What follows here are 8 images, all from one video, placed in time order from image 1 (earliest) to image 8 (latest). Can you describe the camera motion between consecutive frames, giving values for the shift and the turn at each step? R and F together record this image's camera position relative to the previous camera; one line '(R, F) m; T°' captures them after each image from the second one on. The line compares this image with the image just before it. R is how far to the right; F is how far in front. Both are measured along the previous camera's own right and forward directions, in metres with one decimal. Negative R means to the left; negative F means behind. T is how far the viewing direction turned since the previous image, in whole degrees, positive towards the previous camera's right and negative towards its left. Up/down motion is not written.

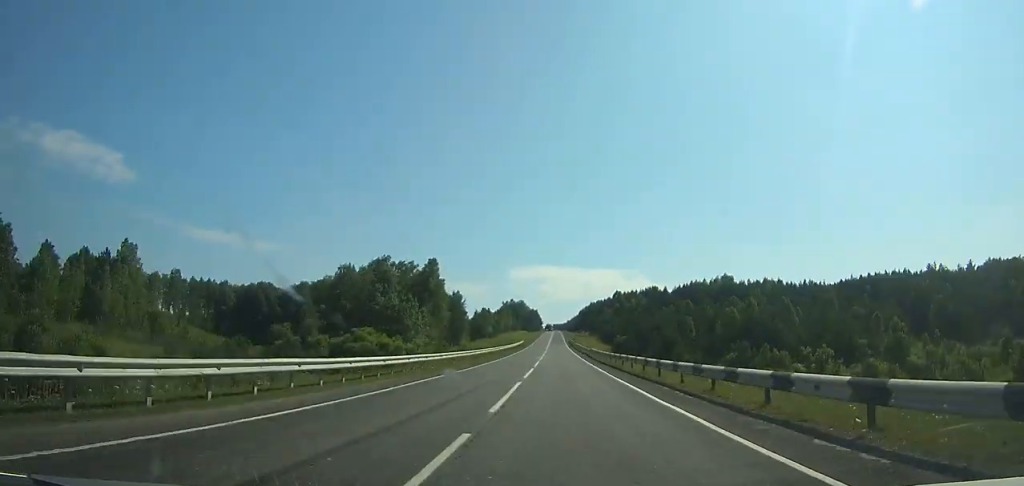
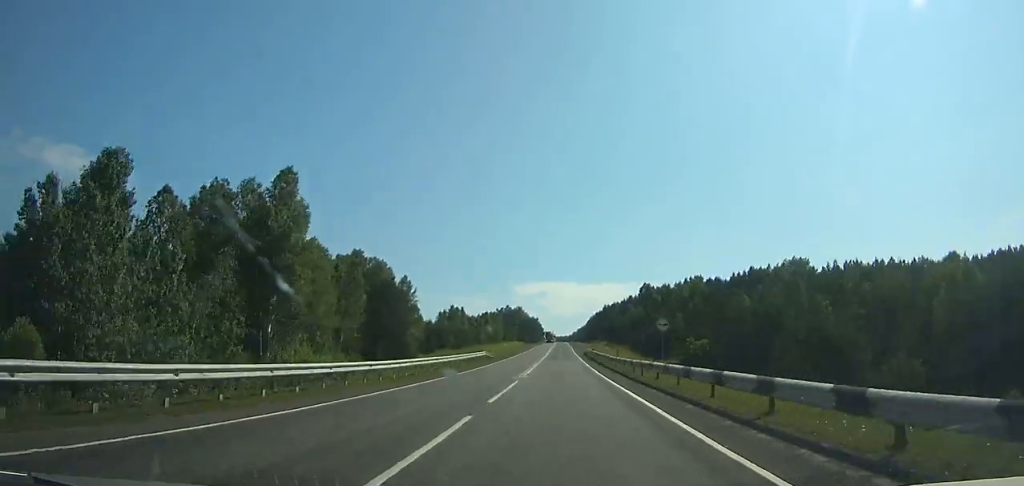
(0.0, +69.1) m; 0°
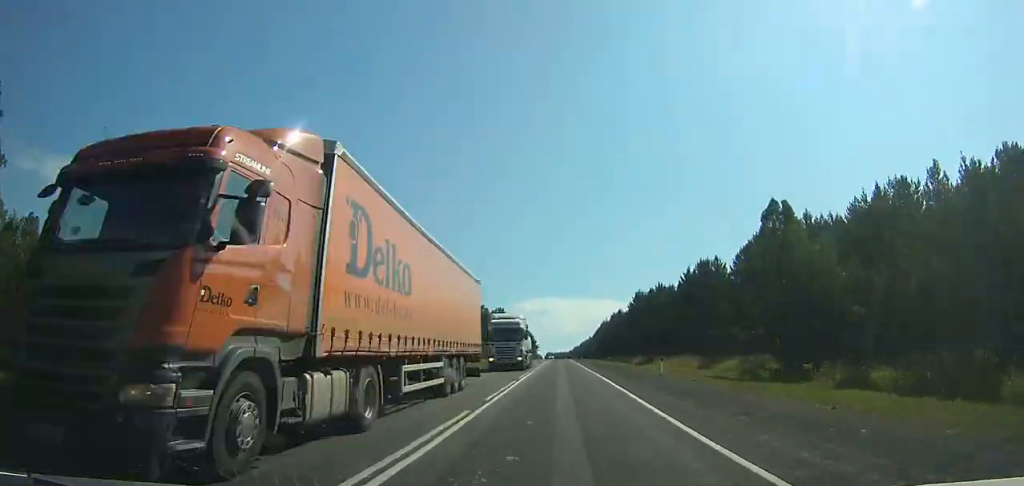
(0.0, +108.5) m; 0°
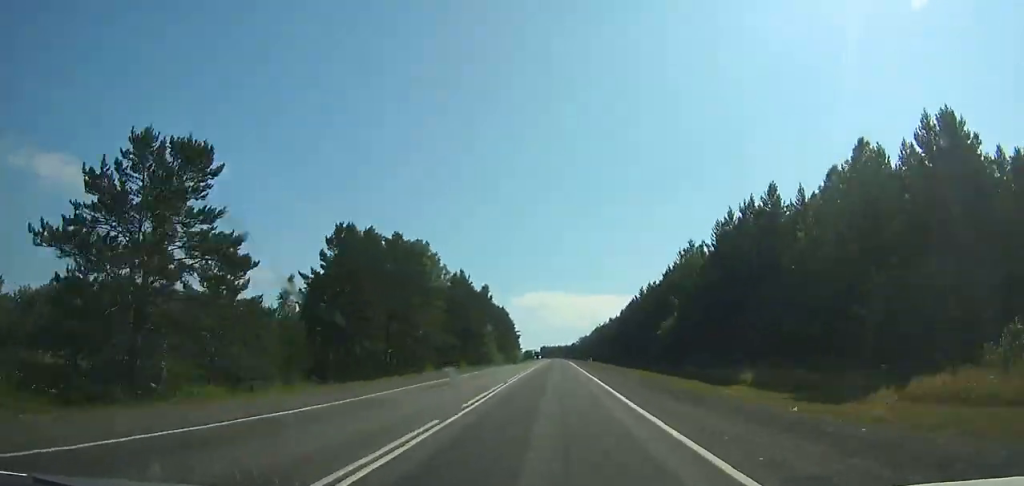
(+0.1, +147.0) m; 0°
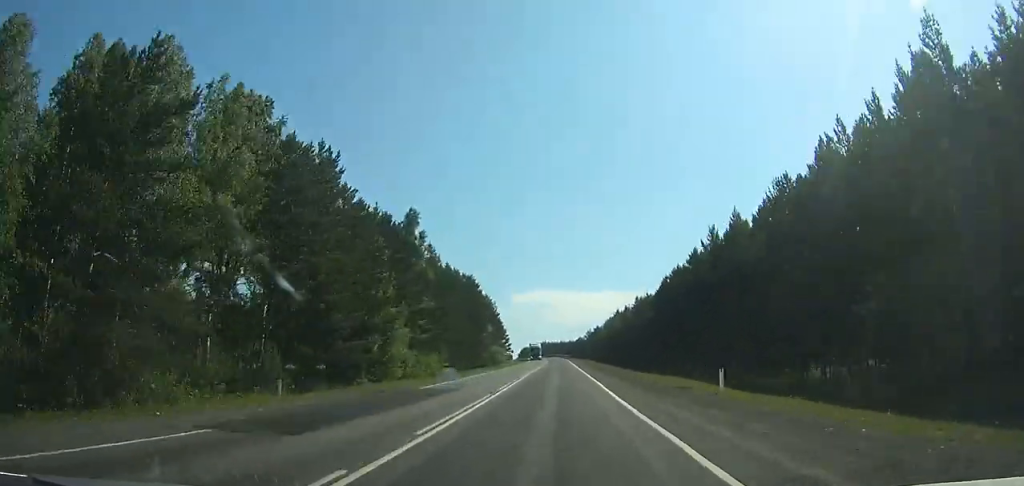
(0.0, +65.0) m; 0°
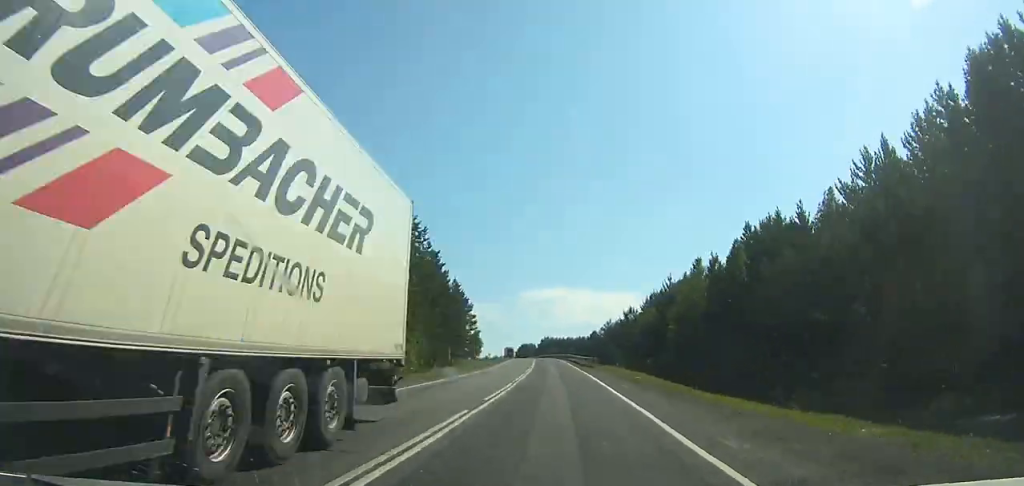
(-0.4, +77.7) m; -1°
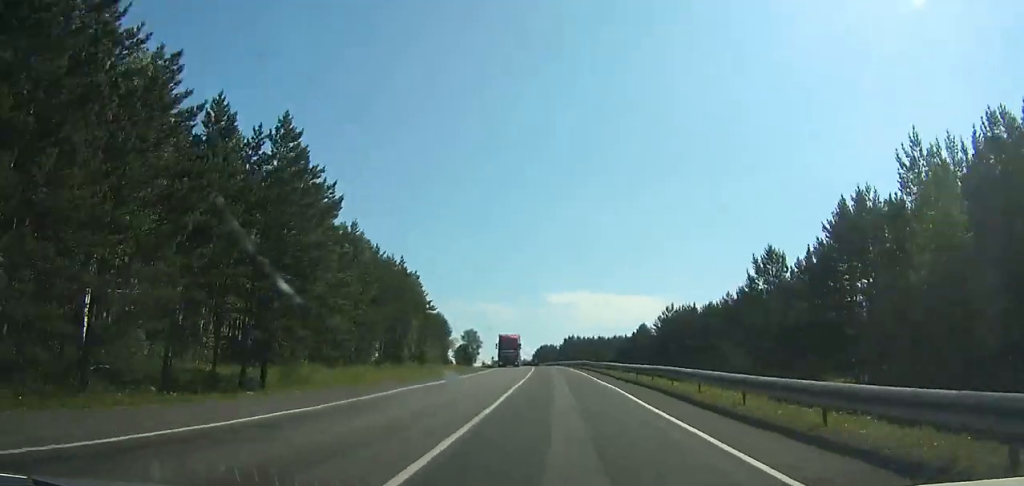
(-0.8, +69.0) m; -2°
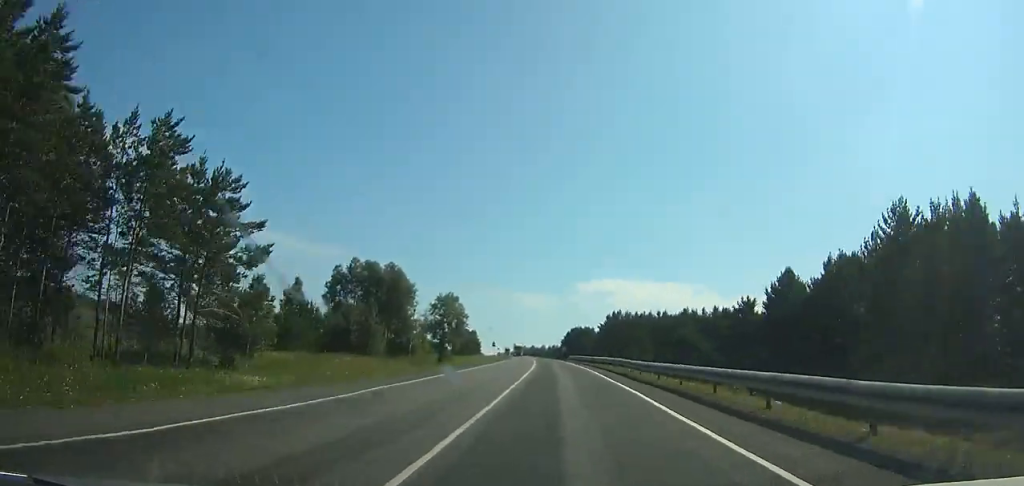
(-1.6, +74.2) m; -3°
